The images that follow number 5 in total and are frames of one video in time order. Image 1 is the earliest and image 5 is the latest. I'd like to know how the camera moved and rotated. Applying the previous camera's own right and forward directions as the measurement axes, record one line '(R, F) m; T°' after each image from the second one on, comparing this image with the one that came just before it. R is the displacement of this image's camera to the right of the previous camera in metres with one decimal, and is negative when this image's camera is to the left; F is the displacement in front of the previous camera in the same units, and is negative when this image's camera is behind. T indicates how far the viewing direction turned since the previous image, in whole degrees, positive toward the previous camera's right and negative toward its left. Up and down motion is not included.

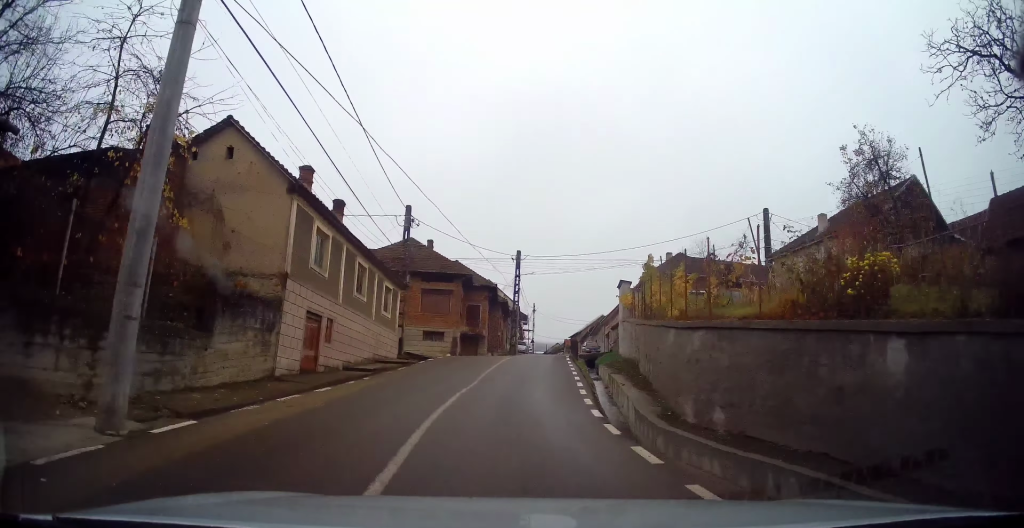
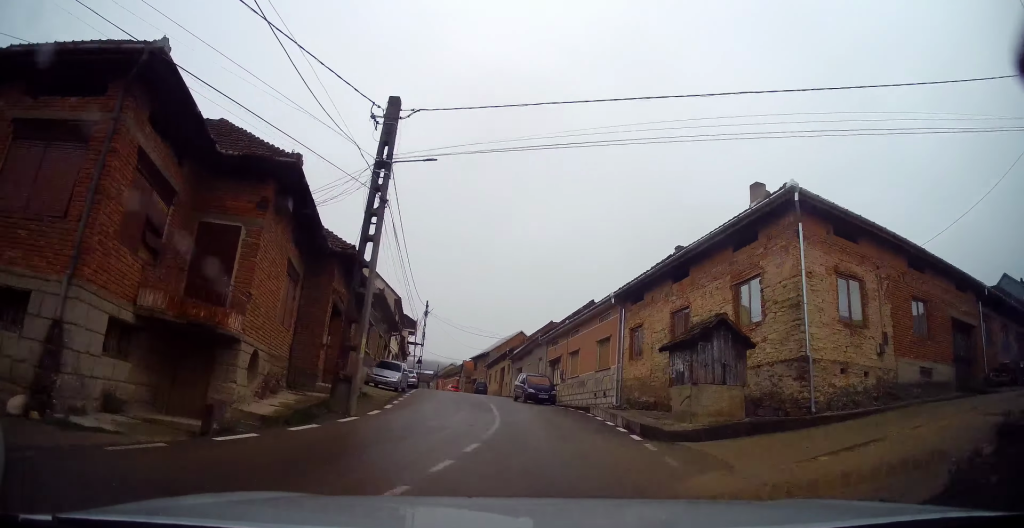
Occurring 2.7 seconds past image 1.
(+2.3, +29.3) m; +10°
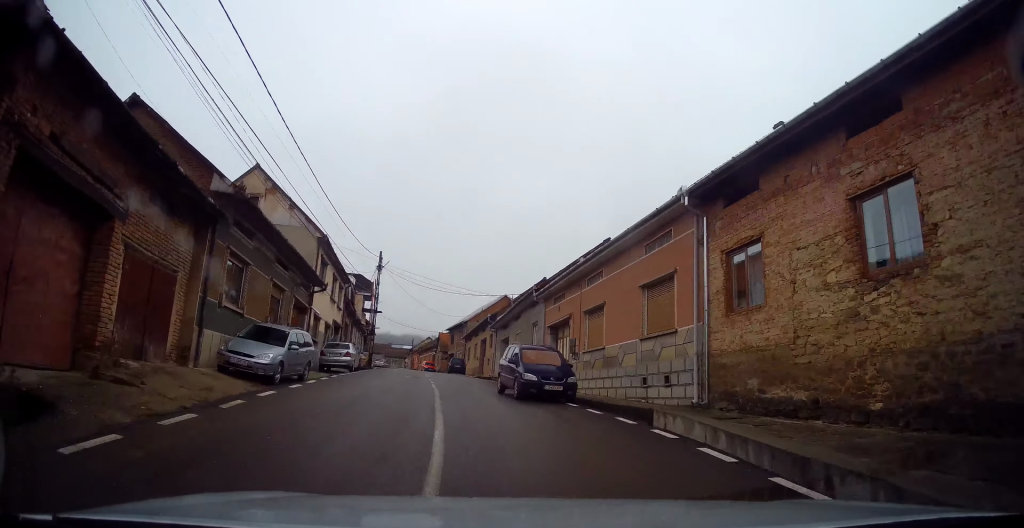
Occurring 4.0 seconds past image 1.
(+0.4, +13.2) m; +1°
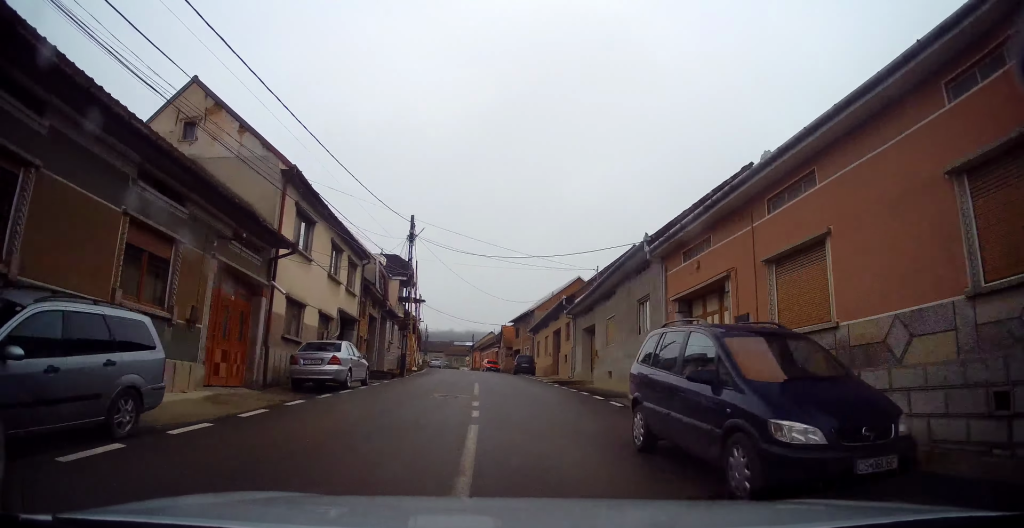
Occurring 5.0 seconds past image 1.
(-0.2, +10.8) m; -2°
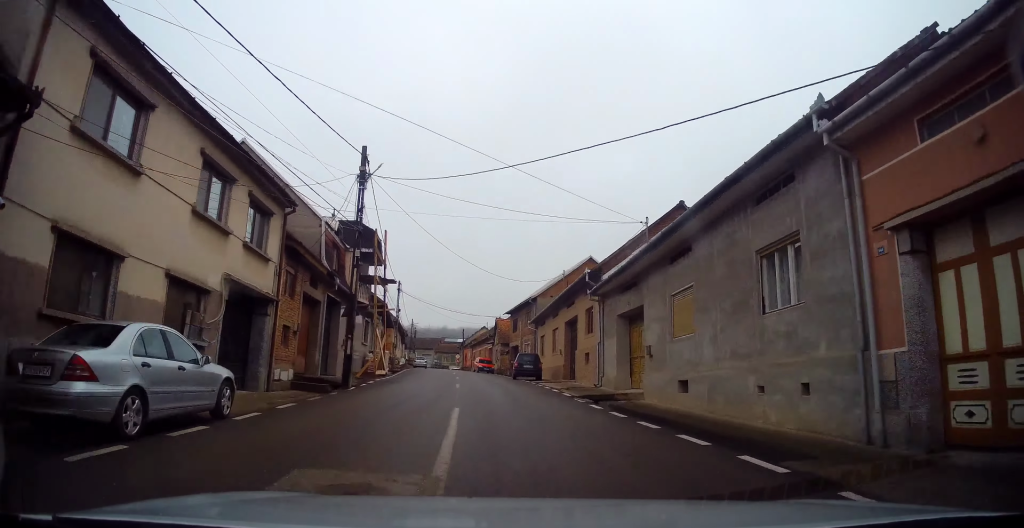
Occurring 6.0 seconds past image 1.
(-0.2, +9.7) m; -1°
